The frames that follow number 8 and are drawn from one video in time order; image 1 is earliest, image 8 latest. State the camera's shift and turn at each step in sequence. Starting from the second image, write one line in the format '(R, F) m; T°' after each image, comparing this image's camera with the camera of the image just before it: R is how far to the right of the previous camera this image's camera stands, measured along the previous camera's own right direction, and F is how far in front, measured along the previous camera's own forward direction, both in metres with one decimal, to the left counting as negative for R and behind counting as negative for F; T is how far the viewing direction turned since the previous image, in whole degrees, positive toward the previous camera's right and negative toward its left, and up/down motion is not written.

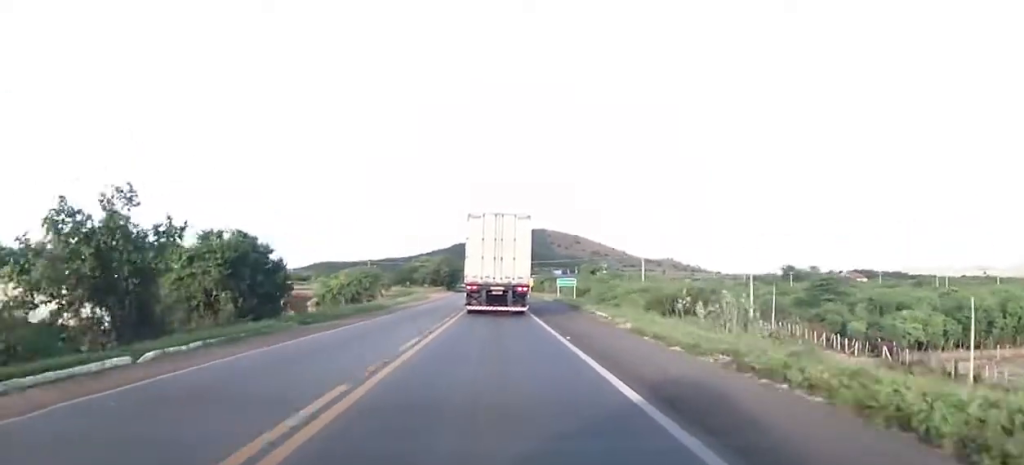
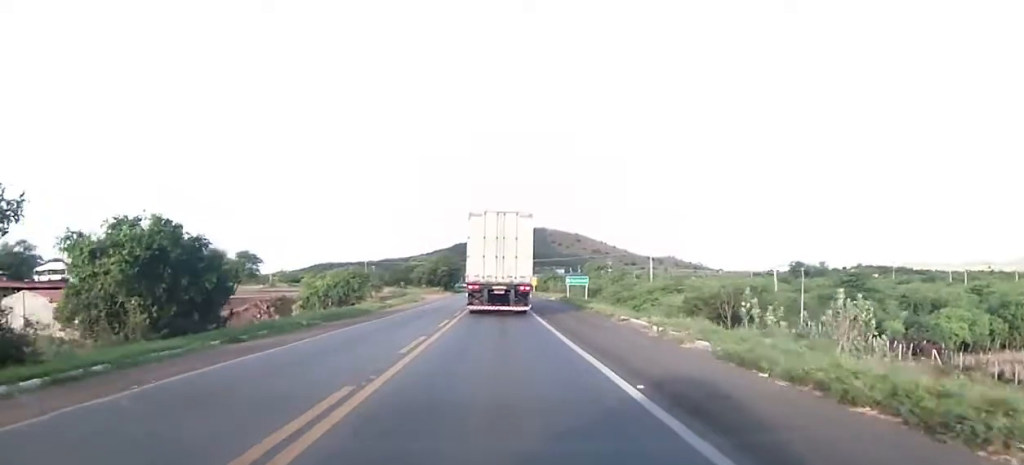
(-0.2, +8.3) m; -1°
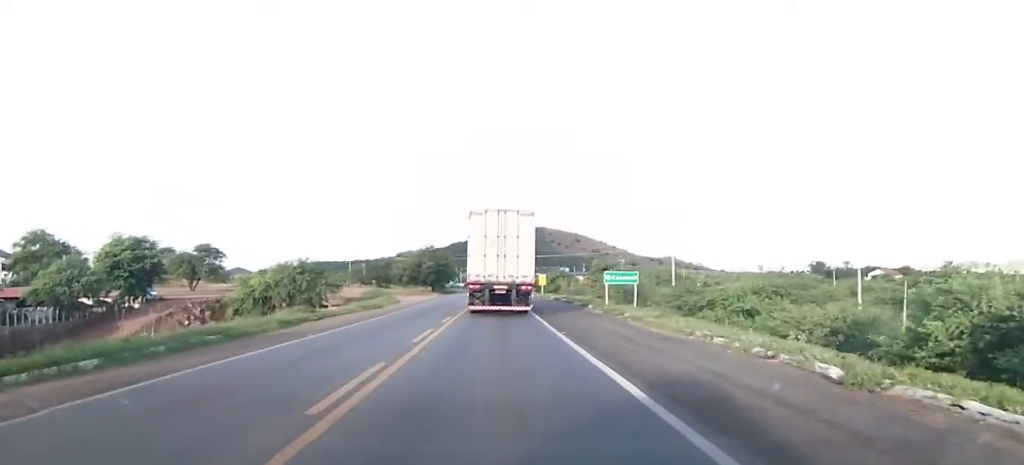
(-0.2, +22.4) m; -1°
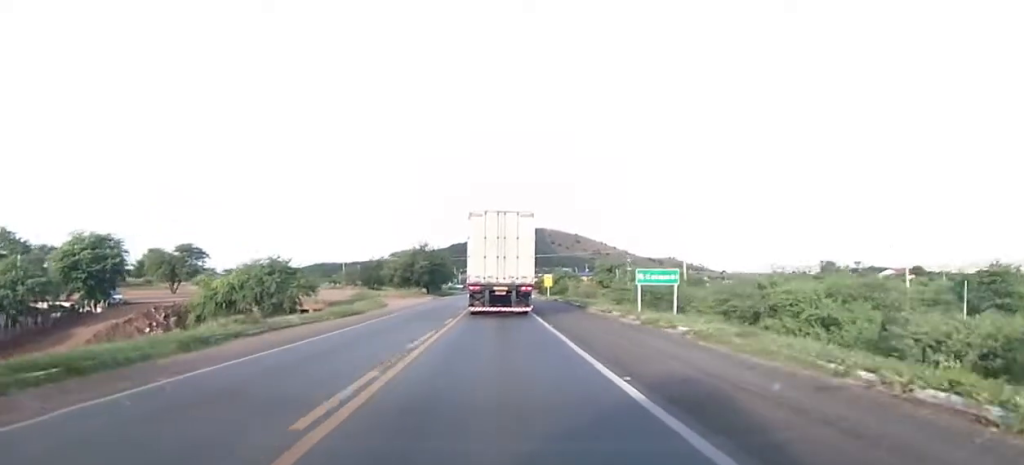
(-0.2, +8.8) m; 0°
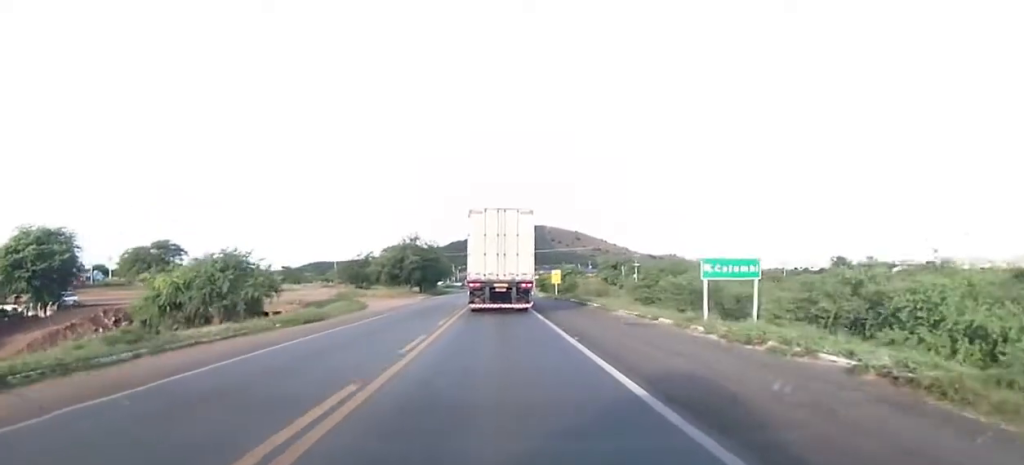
(0.0, +9.8) m; +1°
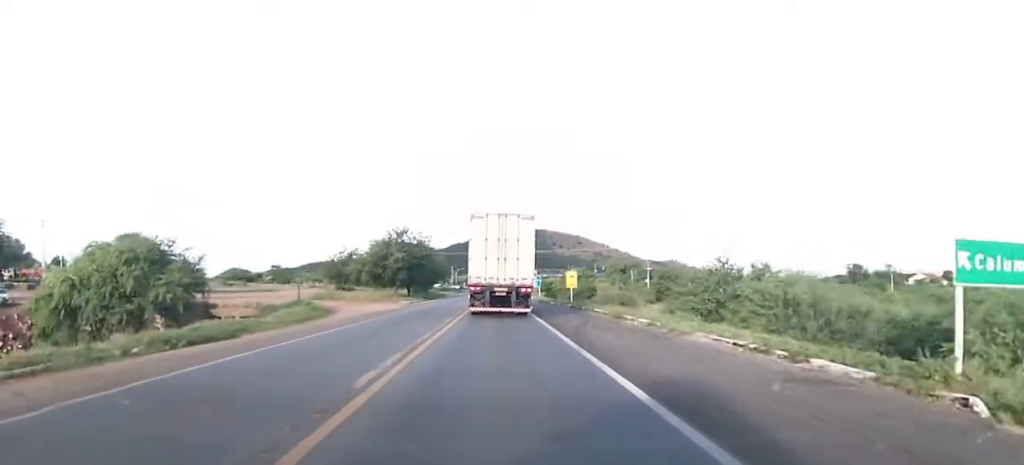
(+0.2, +12.3) m; +1°
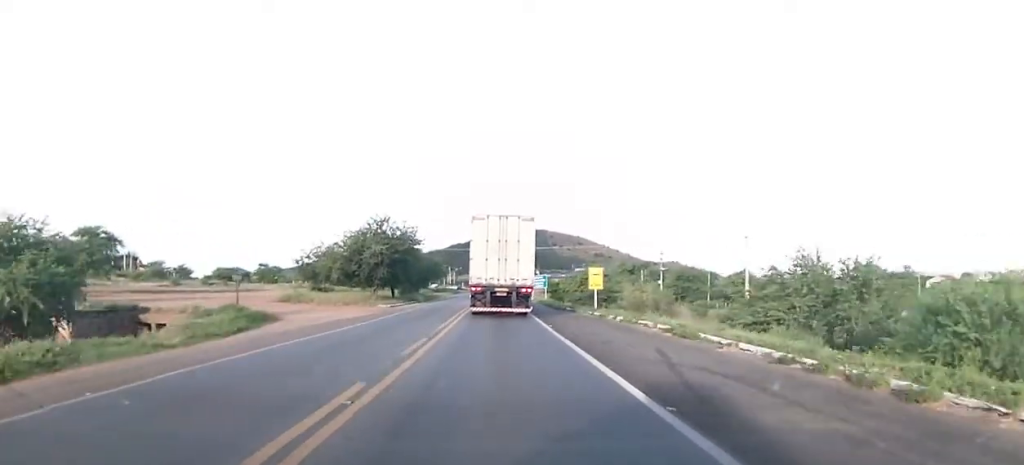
(+0.1, +12.1) m; -1°
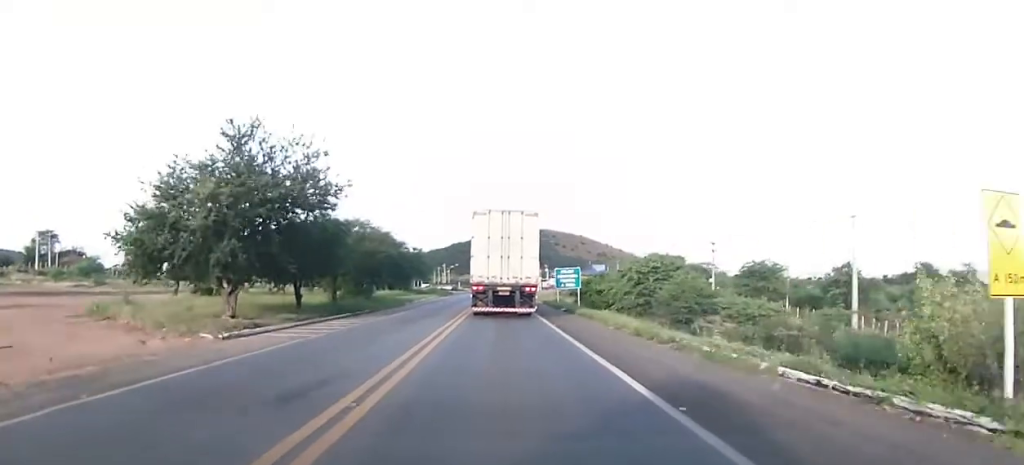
(-0.1, +32.0) m; -1°
